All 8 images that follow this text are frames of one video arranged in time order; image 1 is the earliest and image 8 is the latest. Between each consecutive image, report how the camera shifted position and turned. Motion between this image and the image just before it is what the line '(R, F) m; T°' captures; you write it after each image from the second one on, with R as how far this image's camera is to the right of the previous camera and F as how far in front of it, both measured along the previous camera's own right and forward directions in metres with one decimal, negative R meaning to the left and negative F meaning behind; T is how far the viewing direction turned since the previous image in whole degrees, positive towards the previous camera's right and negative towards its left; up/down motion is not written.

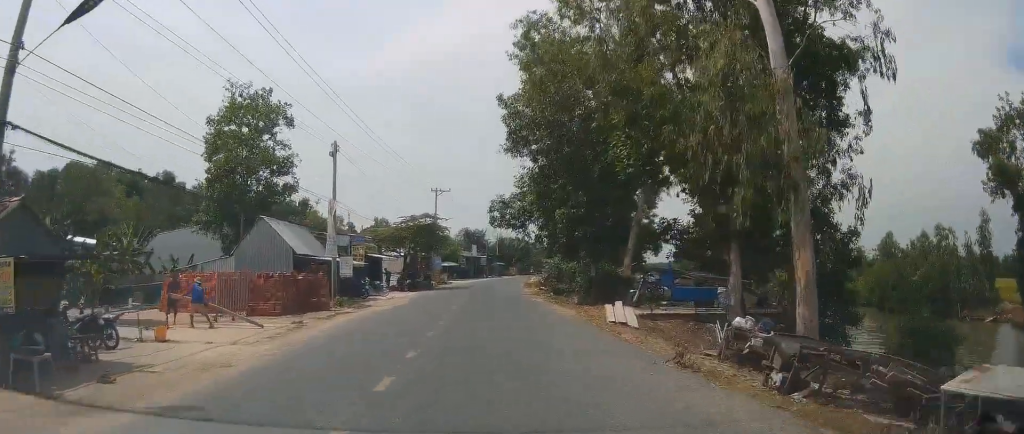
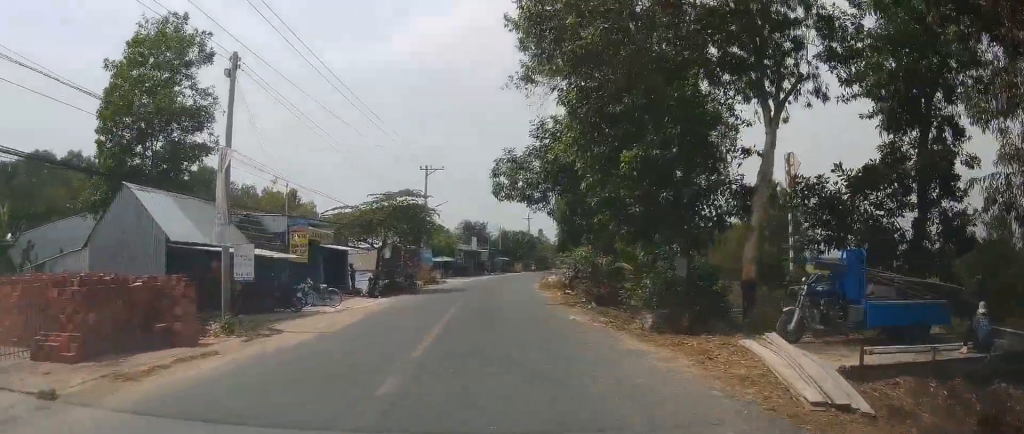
(-0.3, +12.8) m; -1°
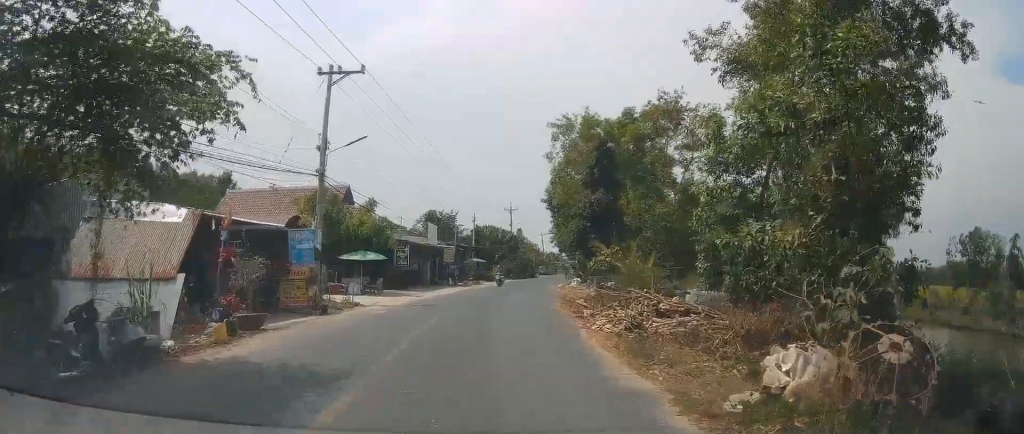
(+0.4, +29.5) m; +2°
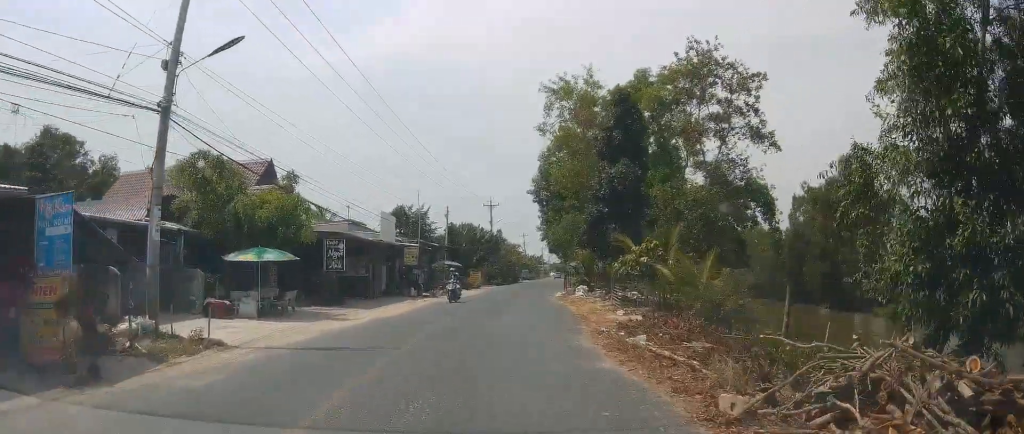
(+0.4, +13.2) m; 0°
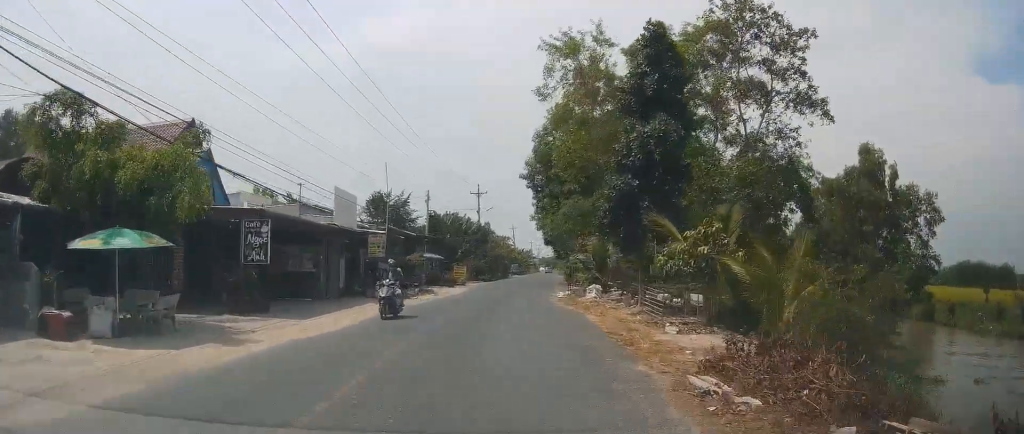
(-0.2, +7.9) m; 0°
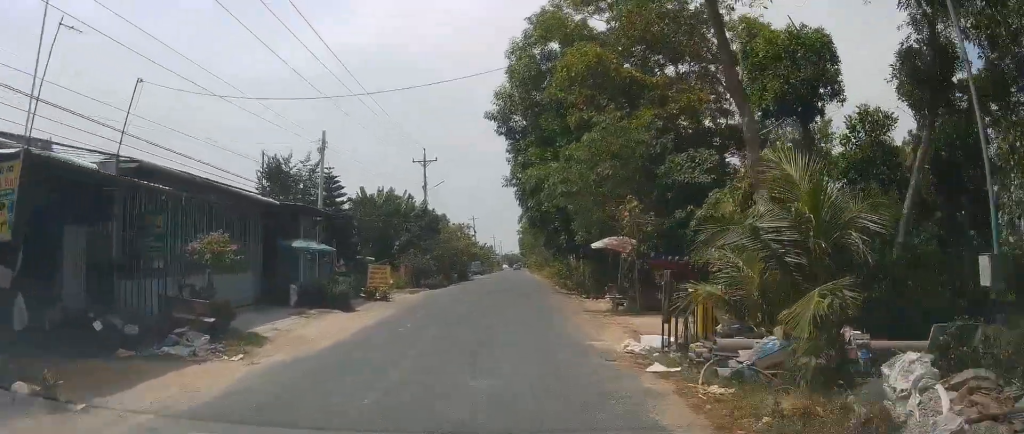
(+1.0, +23.4) m; +6°
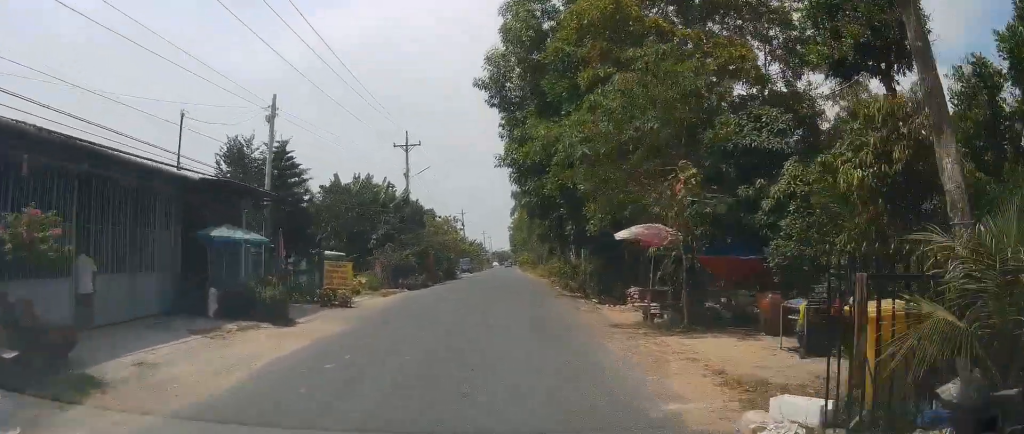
(+0.5, +5.8) m; 0°
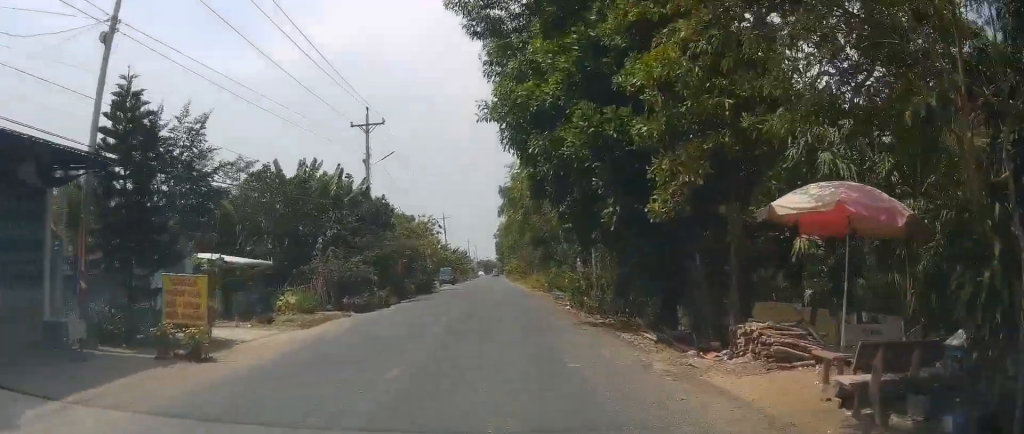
(-0.3, +9.9) m; 0°
